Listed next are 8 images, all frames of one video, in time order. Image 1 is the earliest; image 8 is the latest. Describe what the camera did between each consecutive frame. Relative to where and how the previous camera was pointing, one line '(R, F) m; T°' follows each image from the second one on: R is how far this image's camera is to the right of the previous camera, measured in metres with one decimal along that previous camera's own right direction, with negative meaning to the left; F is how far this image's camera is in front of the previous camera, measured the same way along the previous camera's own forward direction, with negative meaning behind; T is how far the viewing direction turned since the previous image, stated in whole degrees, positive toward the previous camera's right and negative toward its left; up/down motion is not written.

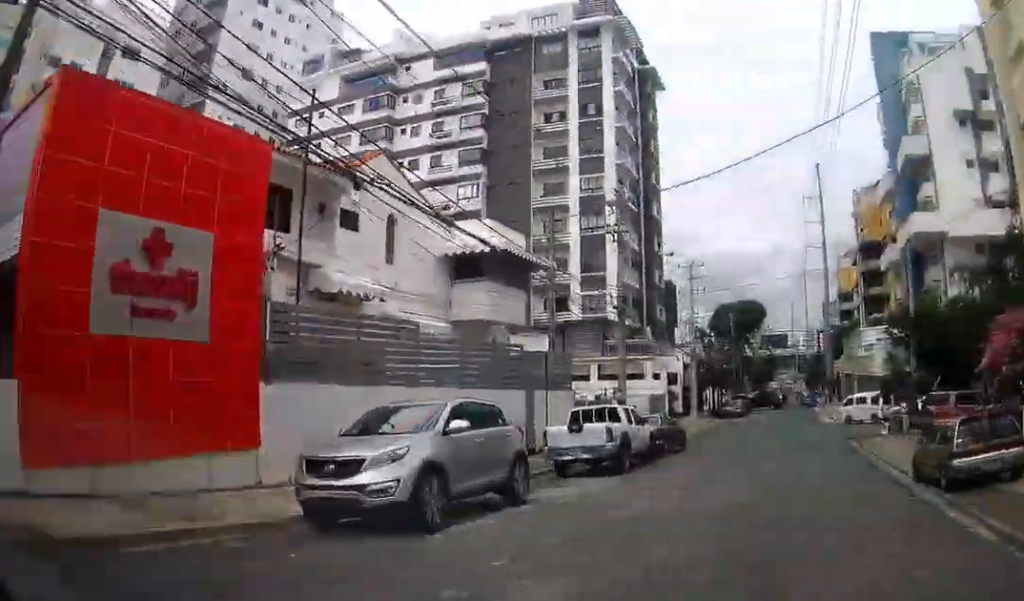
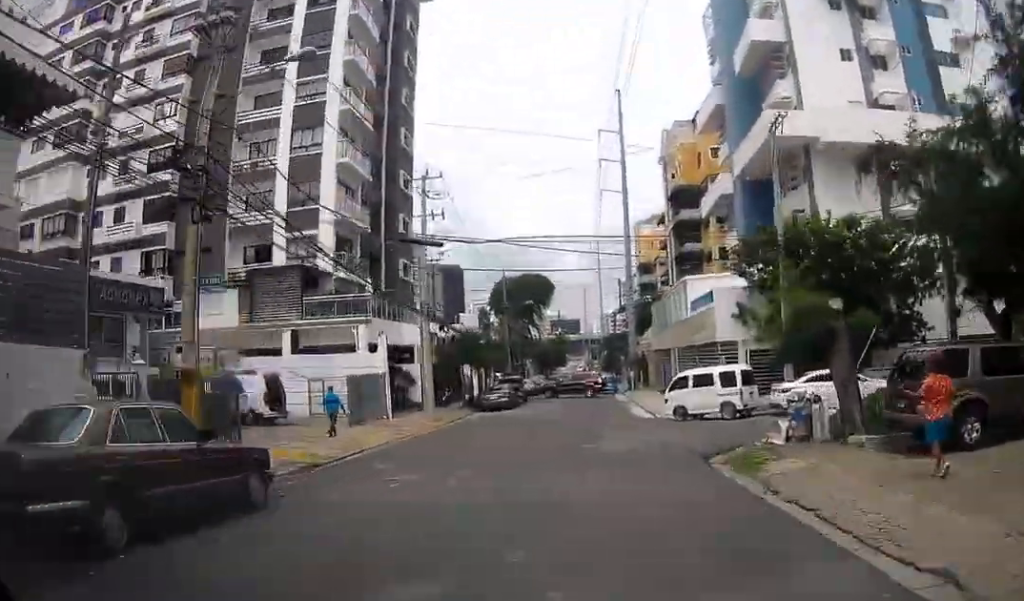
(+3.4, +16.0) m; +11°
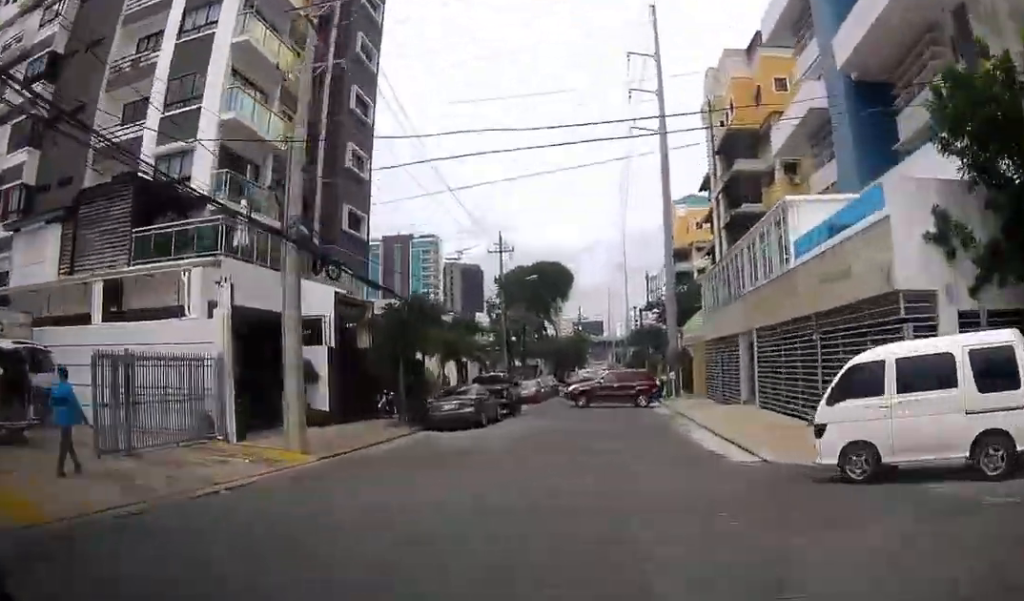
(-0.3, +12.0) m; -1°
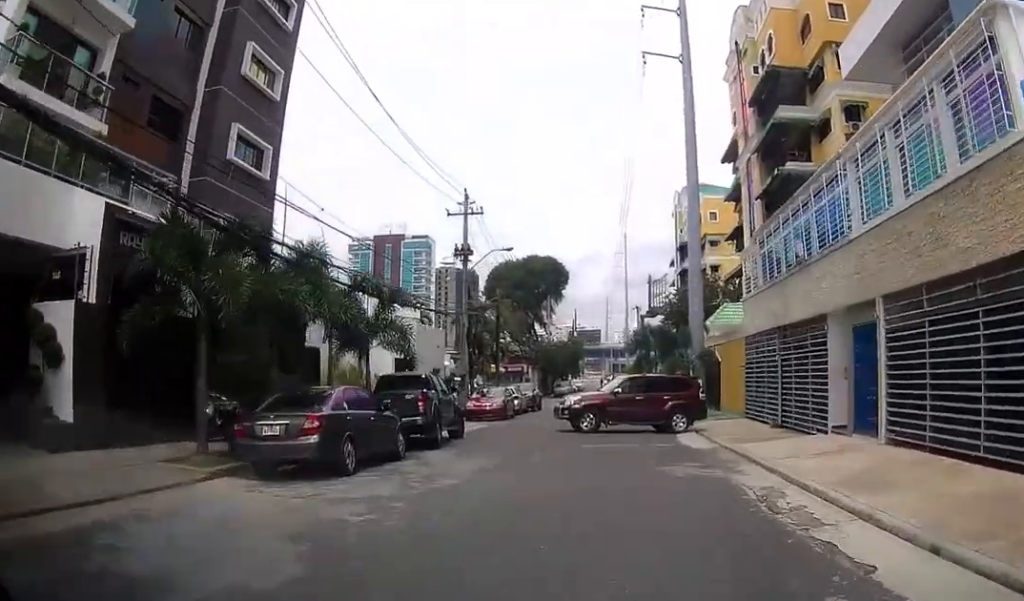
(-0.1, +8.7) m; -1°
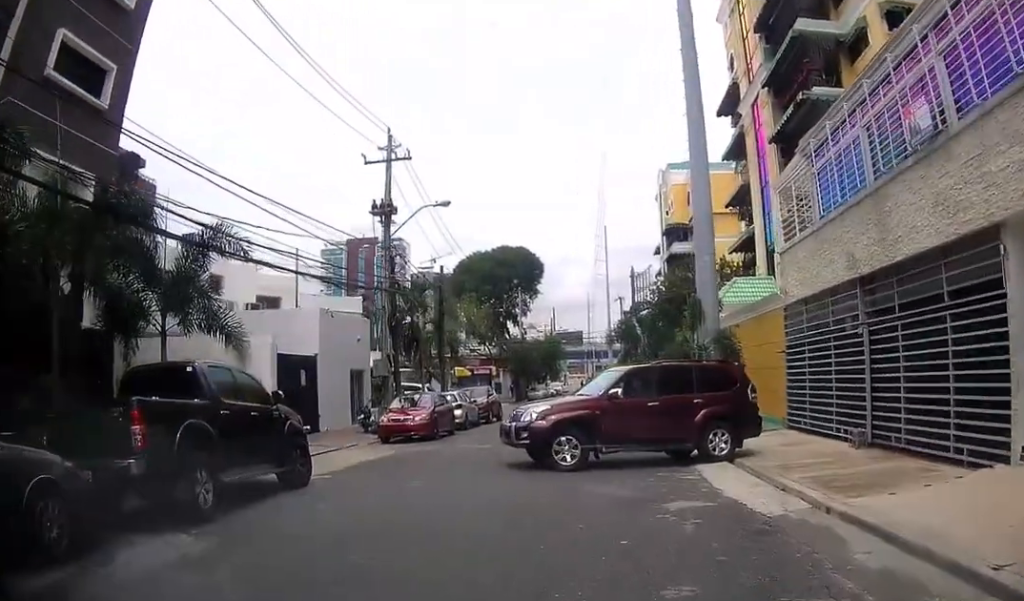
(0.0, +9.9) m; +2°
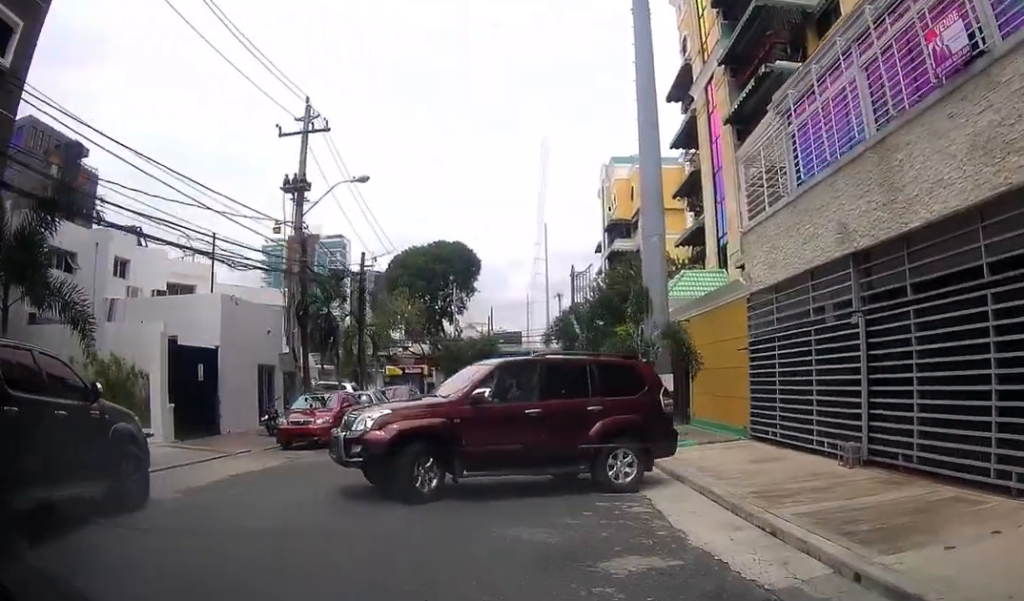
(+0.2, +5.5) m; +3°
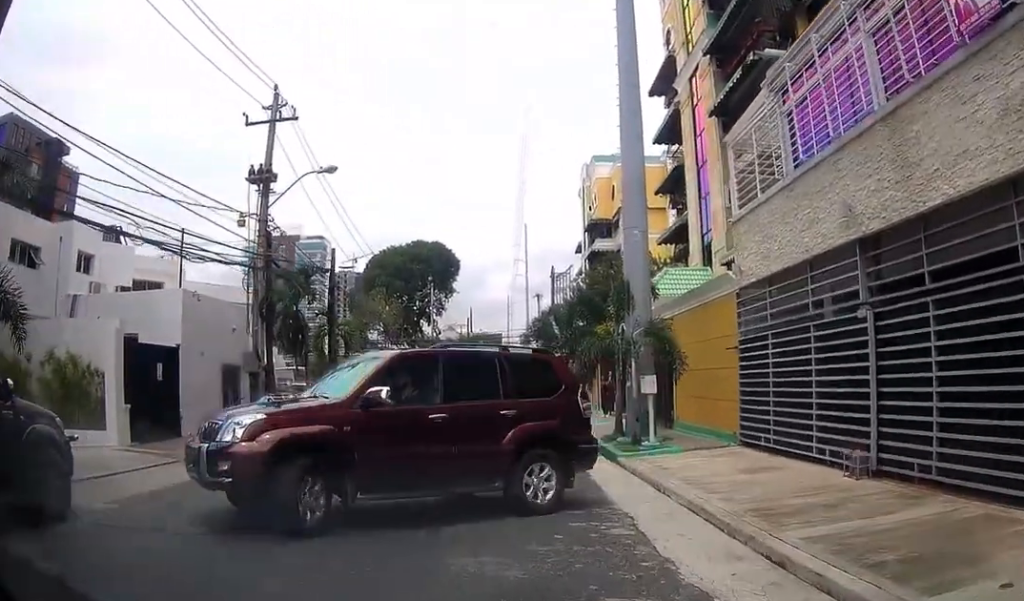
(+0.2, +2.1) m; +1°
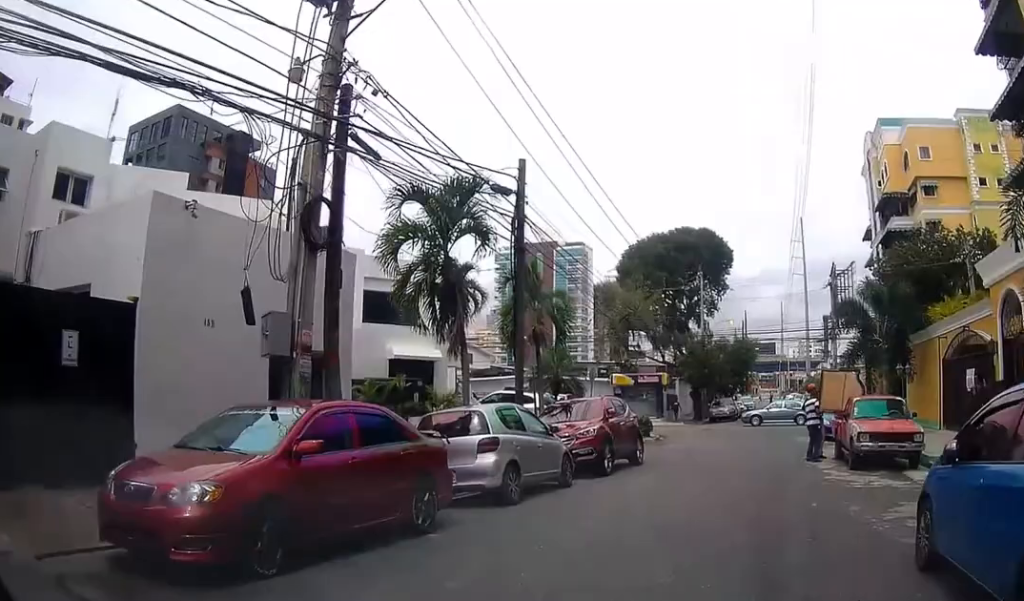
(-1.4, +14.1) m; -9°
